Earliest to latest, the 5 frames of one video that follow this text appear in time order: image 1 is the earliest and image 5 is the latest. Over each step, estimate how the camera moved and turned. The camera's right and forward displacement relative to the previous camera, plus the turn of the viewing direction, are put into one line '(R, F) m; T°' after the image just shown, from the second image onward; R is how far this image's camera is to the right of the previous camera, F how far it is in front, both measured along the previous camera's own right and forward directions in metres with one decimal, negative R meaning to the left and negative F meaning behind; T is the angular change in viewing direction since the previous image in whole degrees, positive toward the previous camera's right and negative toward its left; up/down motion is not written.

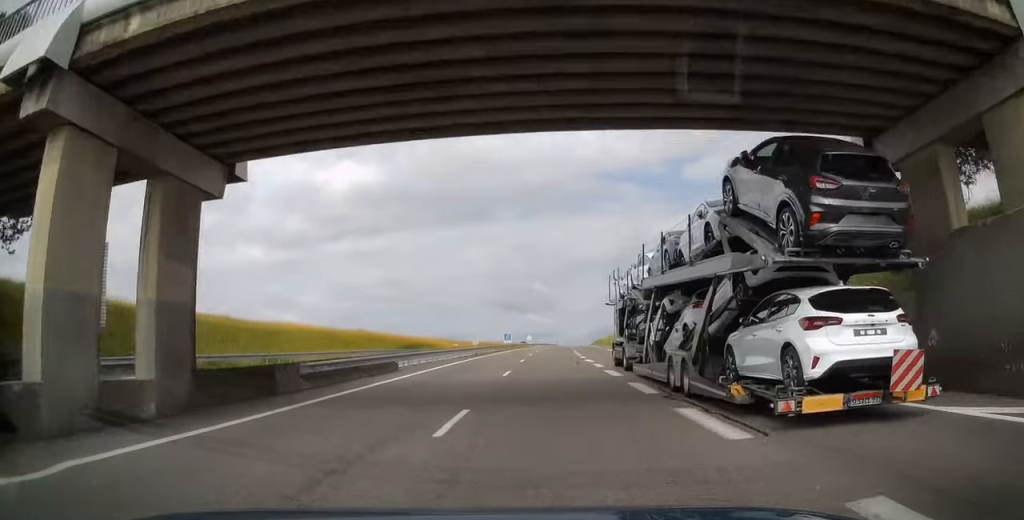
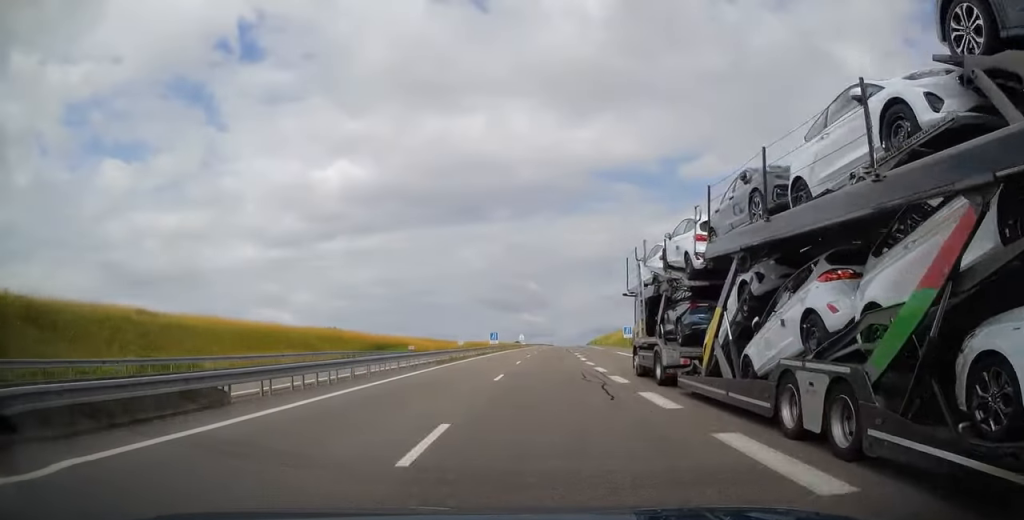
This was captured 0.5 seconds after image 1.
(0.0, +14.8) m; 0°
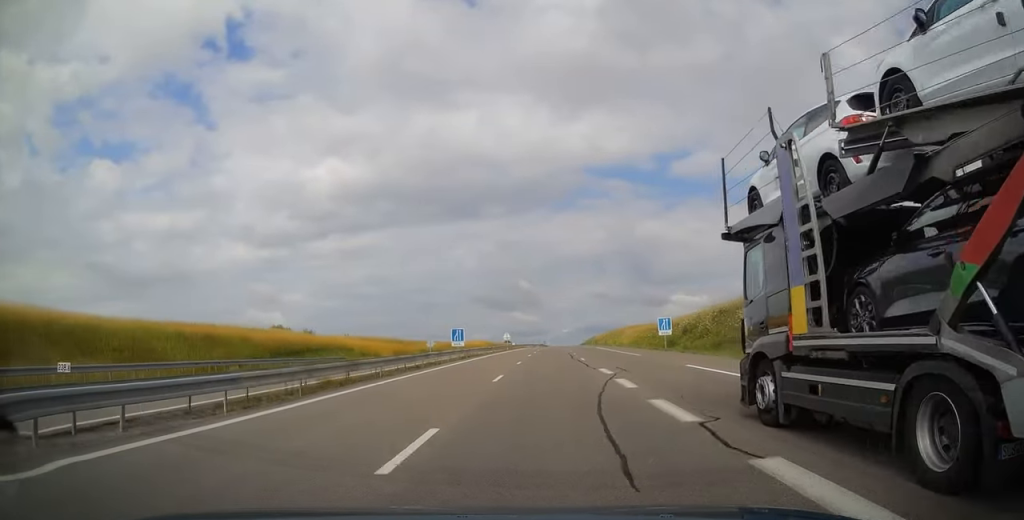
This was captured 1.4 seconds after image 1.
(+0.2, +26.1) m; +1°
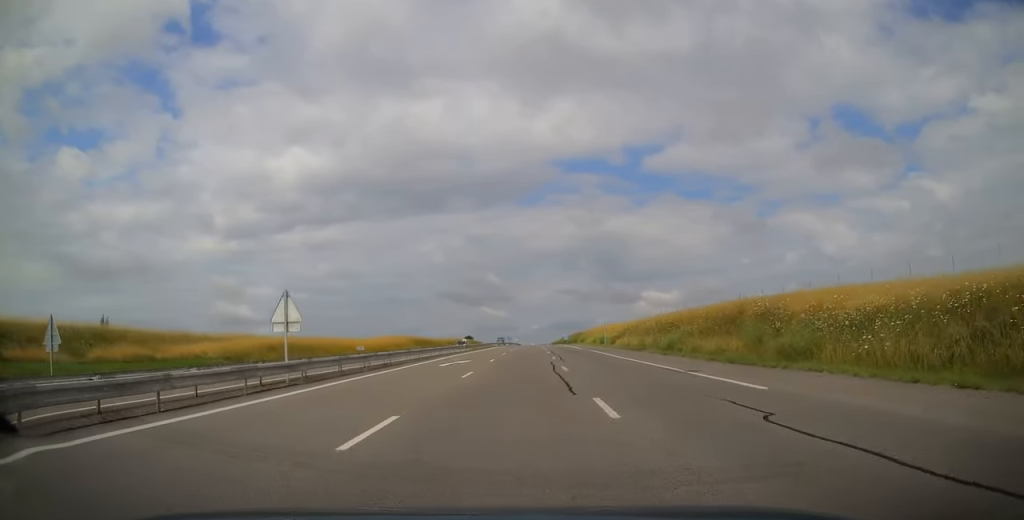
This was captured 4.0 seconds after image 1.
(+1.6, +76.2) m; +2°
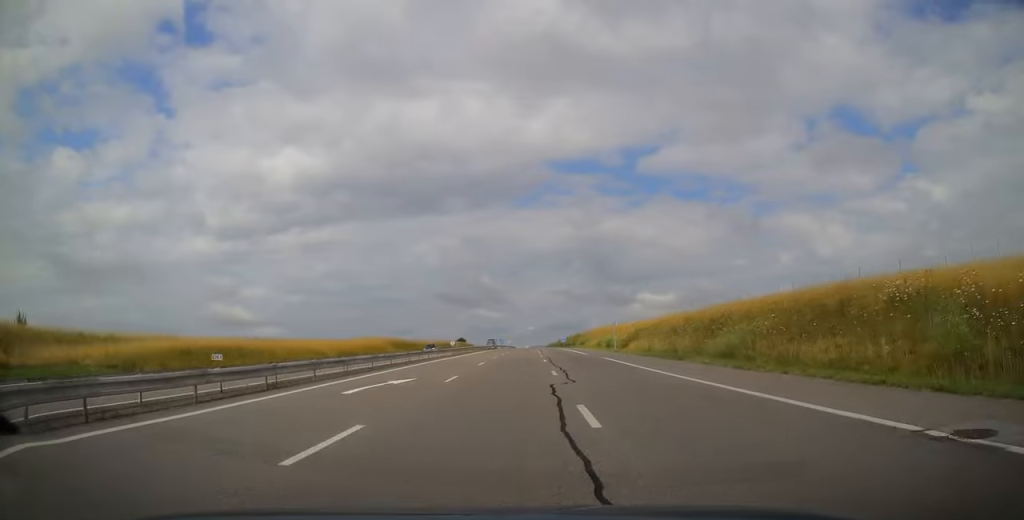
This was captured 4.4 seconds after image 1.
(0.0, +13.8) m; 0°
